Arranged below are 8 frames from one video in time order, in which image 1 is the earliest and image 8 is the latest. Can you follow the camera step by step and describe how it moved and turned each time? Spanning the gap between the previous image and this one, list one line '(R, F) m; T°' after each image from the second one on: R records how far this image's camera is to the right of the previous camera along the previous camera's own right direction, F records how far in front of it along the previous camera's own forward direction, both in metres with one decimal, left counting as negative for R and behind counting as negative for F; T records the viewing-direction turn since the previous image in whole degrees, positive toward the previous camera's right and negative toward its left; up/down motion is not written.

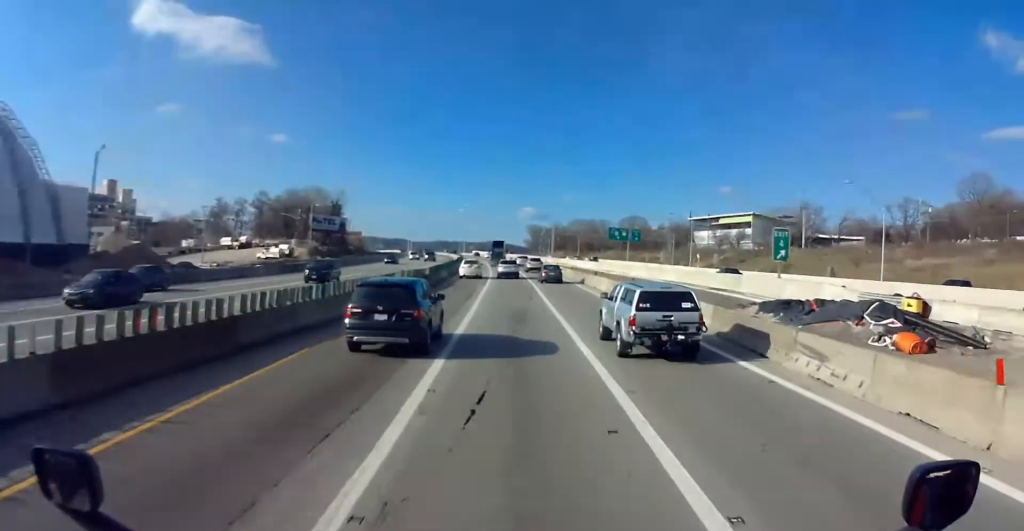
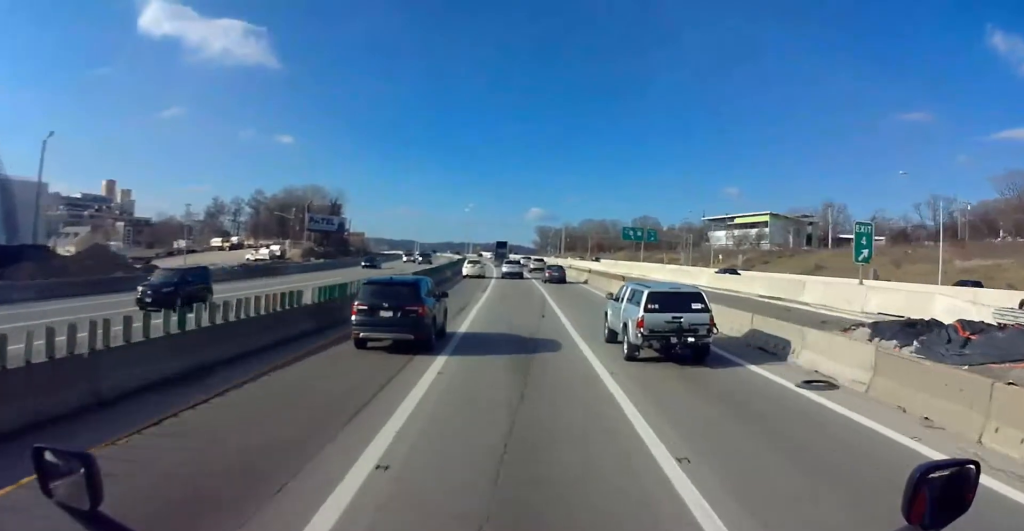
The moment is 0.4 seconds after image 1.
(-0.1, +10.7) m; 0°
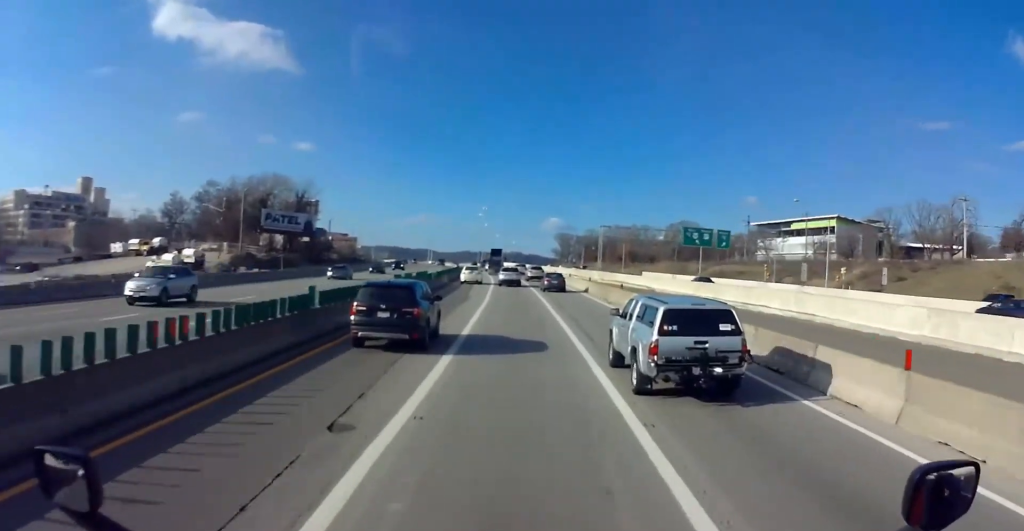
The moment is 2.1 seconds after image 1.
(+0.1, +45.8) m; -1°
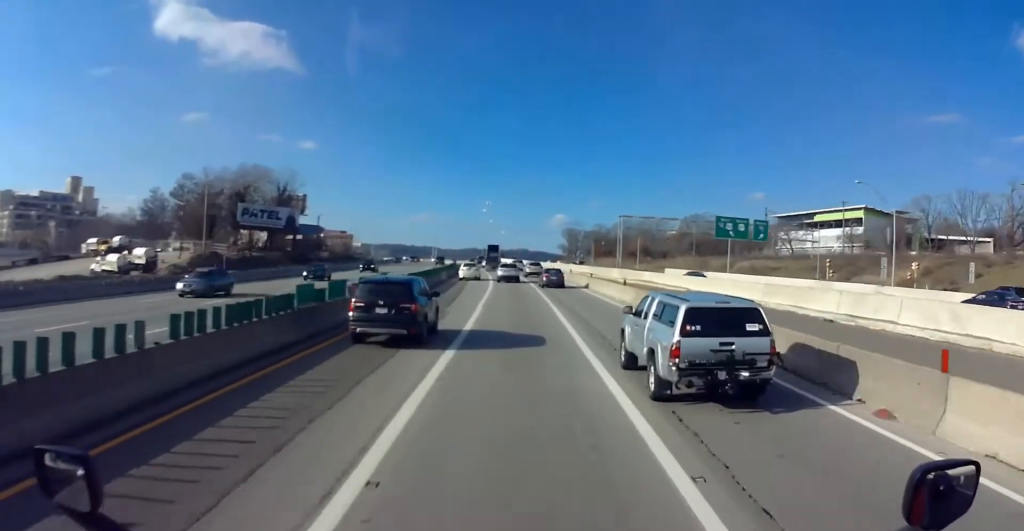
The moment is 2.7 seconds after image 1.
(-0.4, +15.7) m; -1°
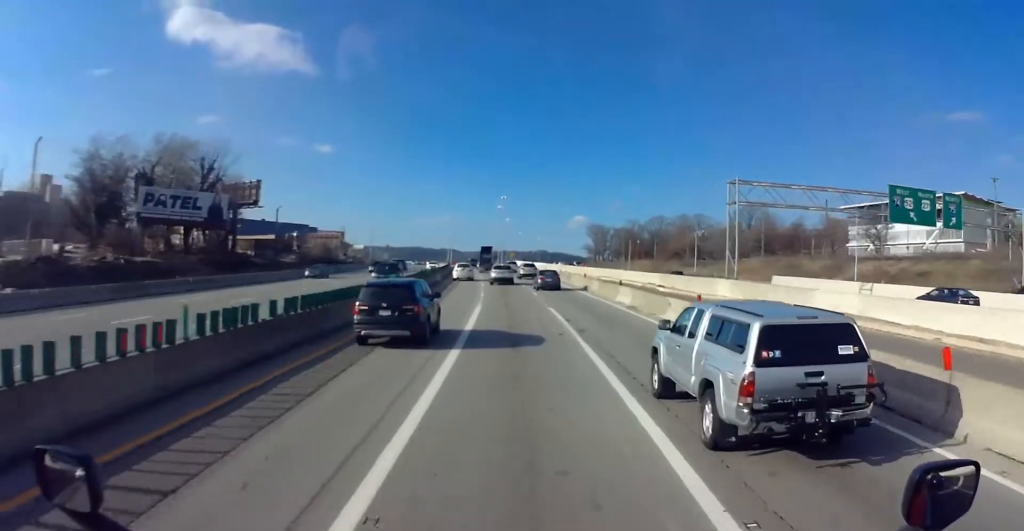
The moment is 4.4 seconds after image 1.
(-1.2, +43.8) m; -2°
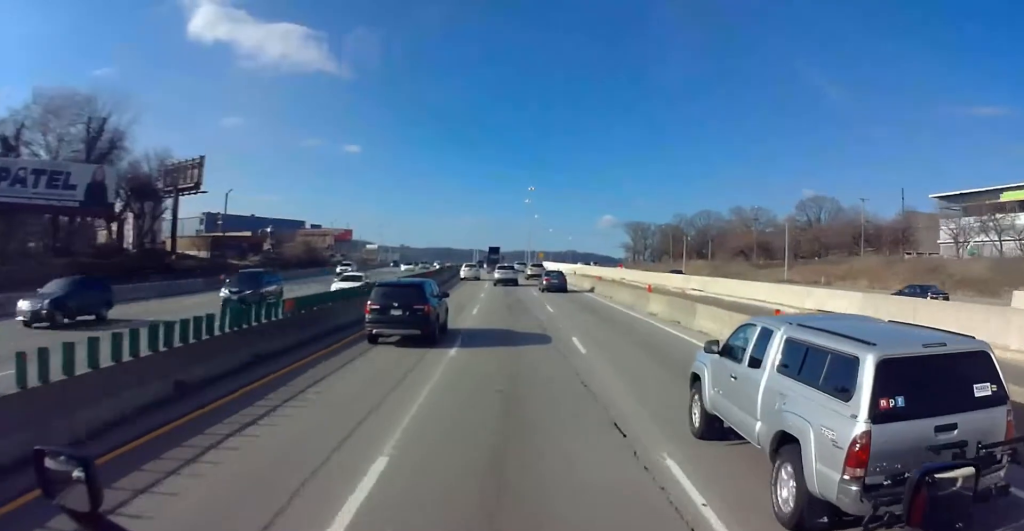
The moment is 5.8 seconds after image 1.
(-0.2, +36.7) m; 0°
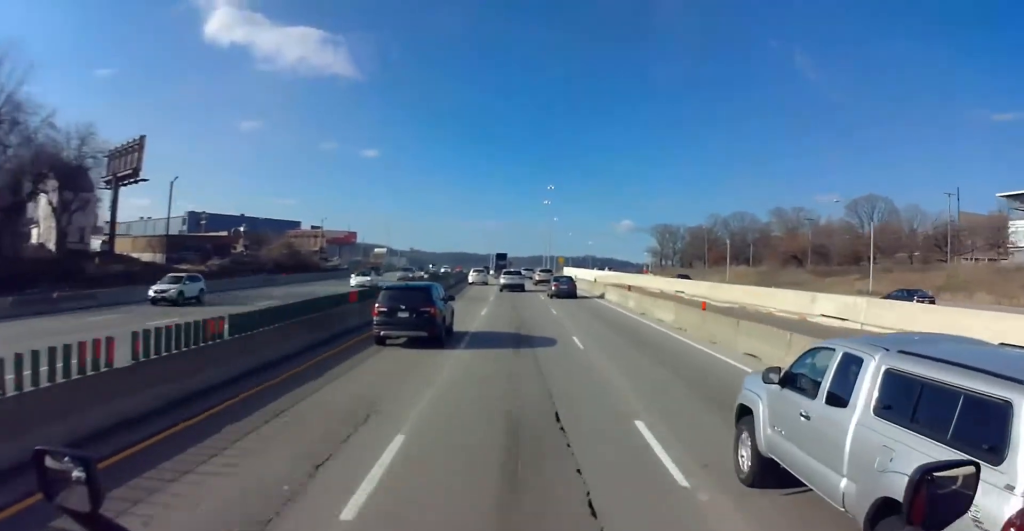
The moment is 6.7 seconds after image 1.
(-0.1, +22.7) m; 0°
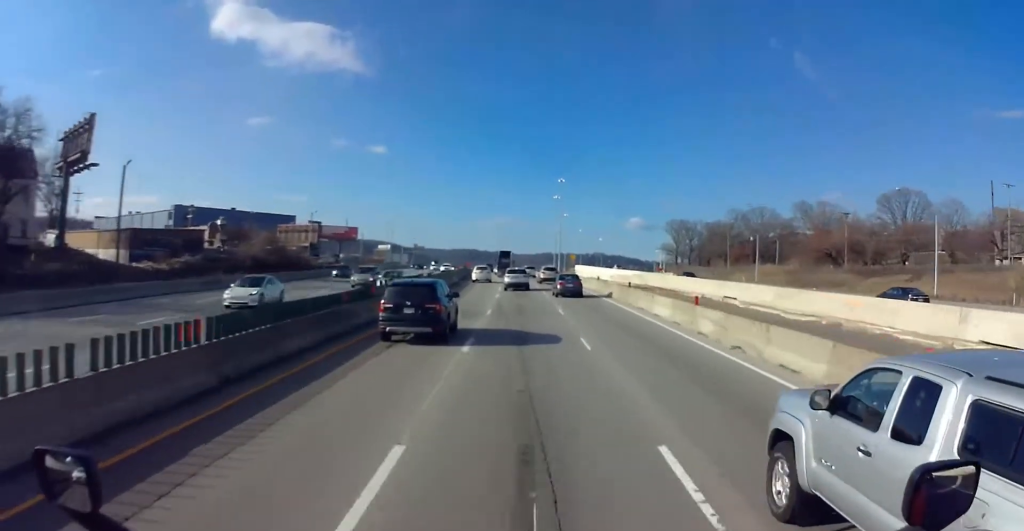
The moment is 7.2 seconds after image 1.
(0.0, +13.1) m; 0°
